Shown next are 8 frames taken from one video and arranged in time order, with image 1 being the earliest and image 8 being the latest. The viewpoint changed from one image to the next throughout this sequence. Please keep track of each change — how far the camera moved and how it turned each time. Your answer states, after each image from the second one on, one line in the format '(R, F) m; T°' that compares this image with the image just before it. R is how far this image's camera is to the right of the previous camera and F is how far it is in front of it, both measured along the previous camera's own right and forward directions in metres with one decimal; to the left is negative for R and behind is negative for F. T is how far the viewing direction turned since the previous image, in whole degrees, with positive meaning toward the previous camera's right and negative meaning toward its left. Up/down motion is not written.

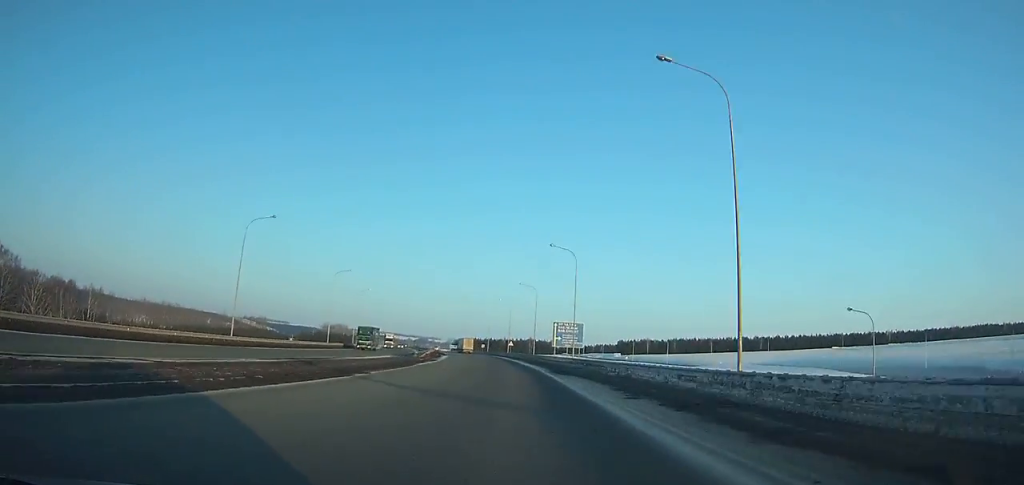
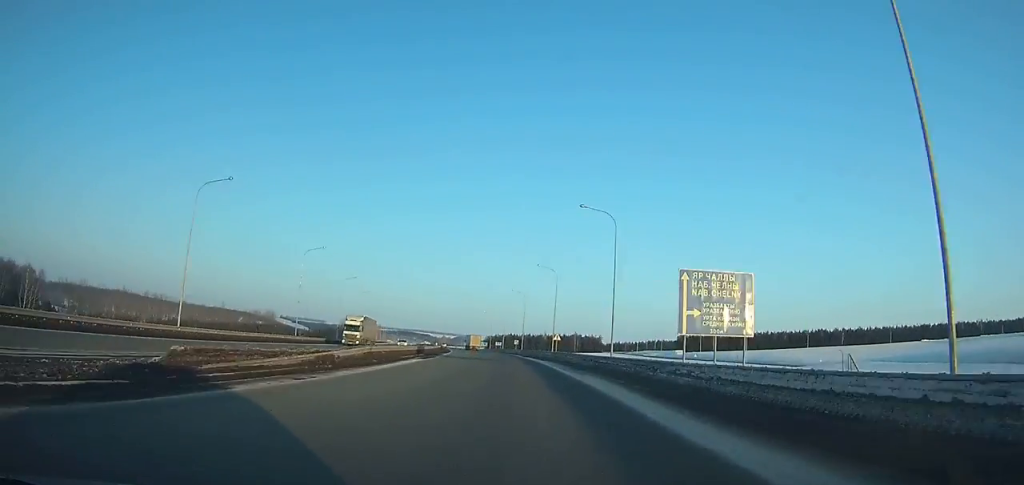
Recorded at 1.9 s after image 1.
(-0.9, +49.0) m; -3°
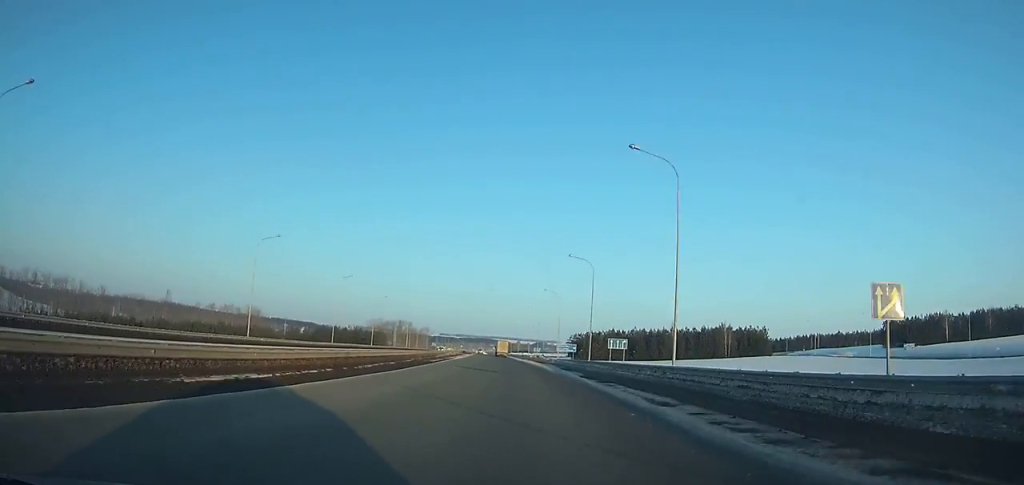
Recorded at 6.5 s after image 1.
(-8.0, +116.6) m; -6°
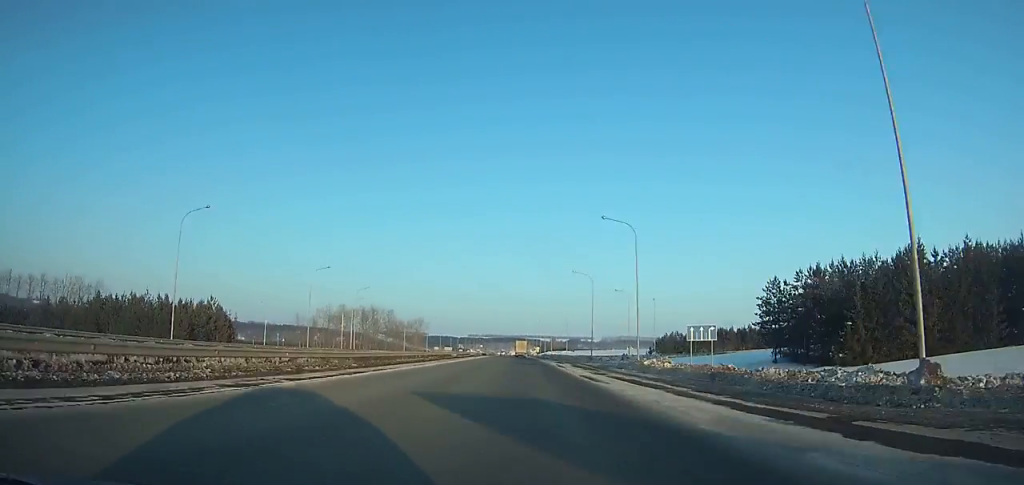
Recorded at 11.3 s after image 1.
(-3.6, +119.7) m; -2°
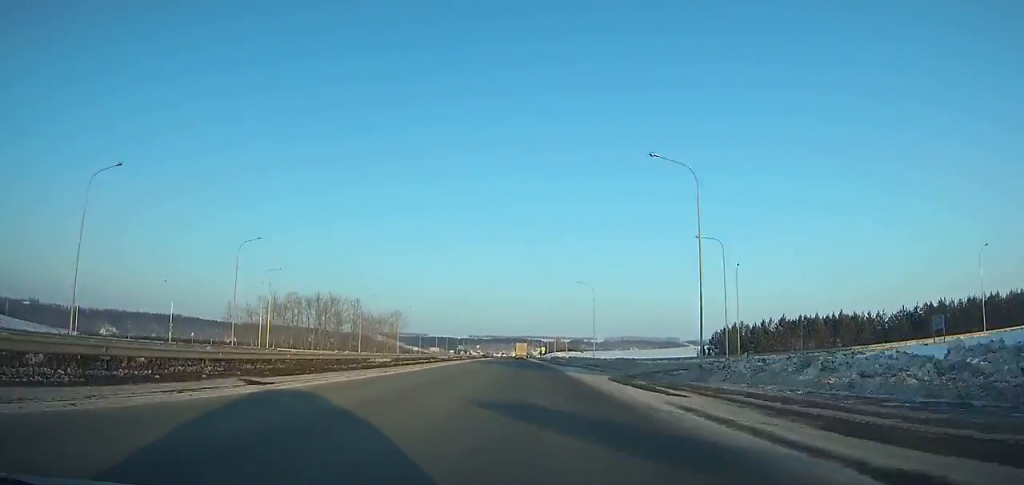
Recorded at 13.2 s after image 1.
(-0.1, +46.7) m; 0°
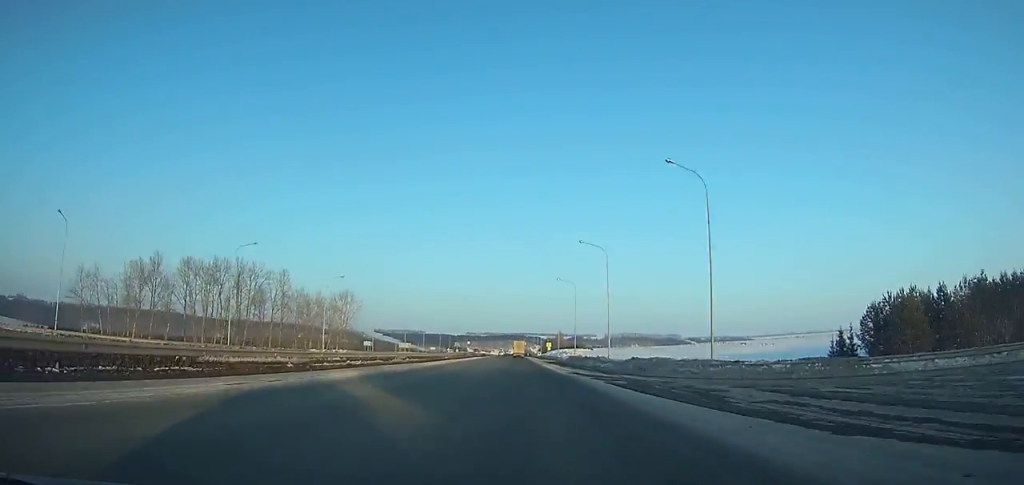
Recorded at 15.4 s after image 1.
(0.0, +53.5) m; 0°
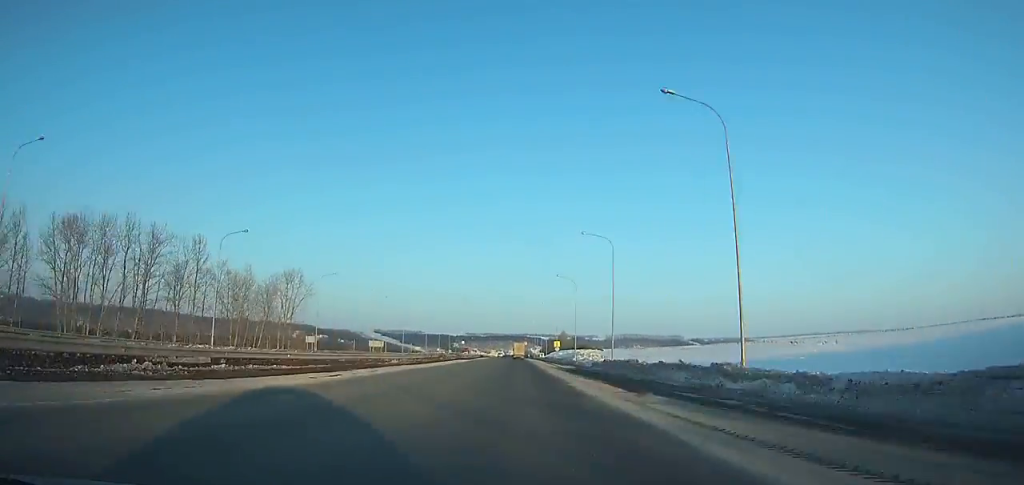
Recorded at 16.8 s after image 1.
(+0.1, +34.0) m; 0°
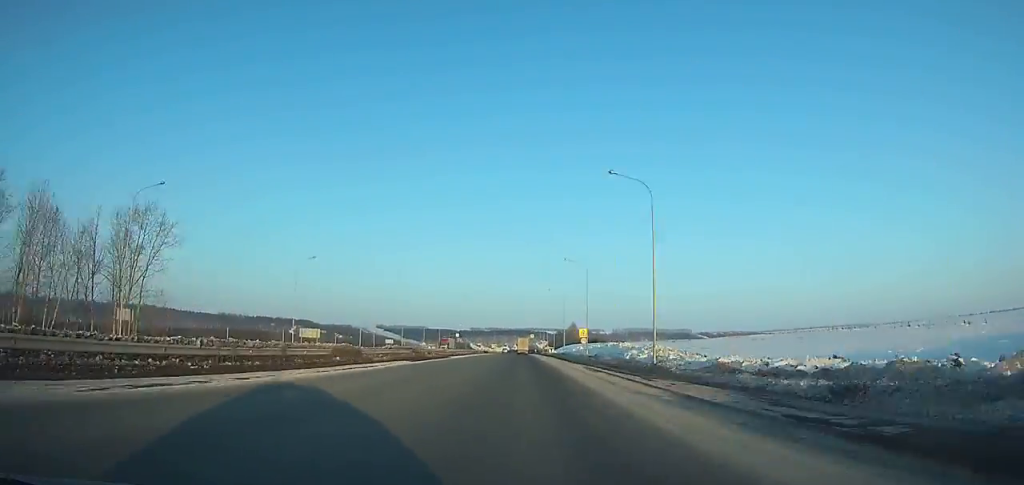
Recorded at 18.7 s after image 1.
(-0.3, +45.8) m; 0°
